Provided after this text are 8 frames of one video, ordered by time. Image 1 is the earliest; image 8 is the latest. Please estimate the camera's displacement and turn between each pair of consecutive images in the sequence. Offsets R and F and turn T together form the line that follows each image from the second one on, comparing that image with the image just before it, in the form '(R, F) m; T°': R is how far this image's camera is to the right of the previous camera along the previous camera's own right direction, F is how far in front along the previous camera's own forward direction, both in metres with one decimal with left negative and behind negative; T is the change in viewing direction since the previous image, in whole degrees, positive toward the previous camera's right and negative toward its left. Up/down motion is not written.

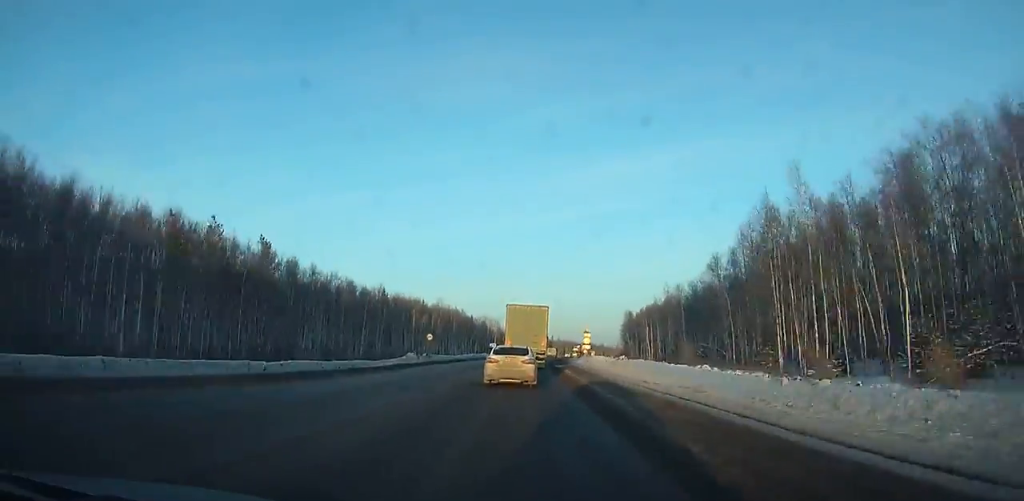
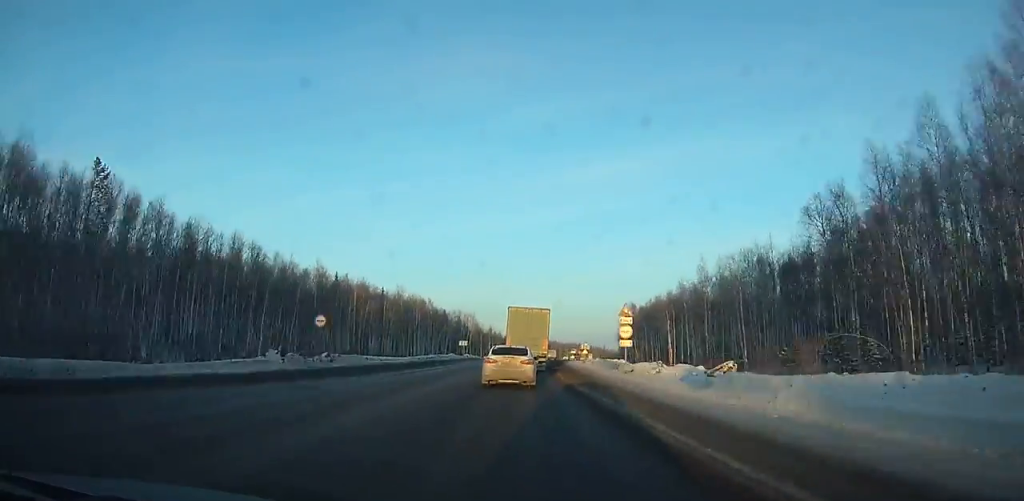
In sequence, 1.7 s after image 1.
(+0.2, +31.6) m; +1°
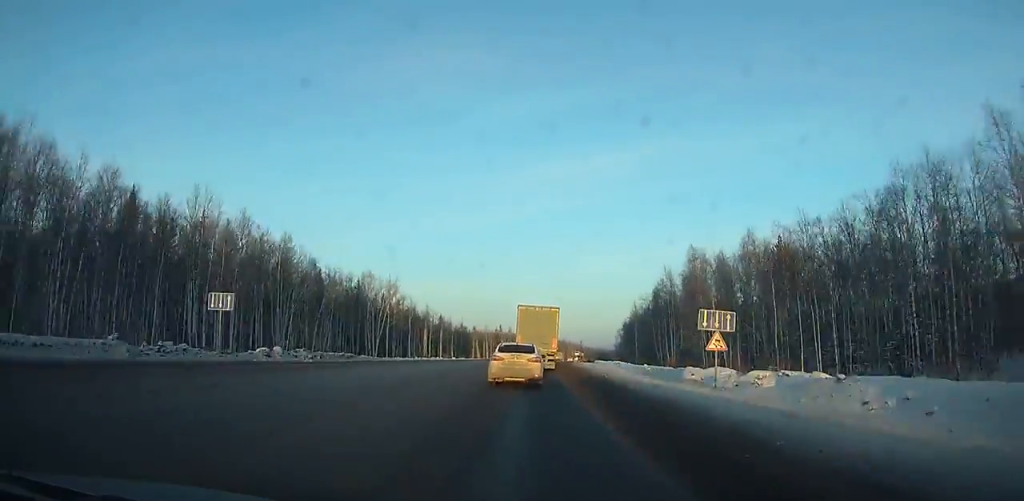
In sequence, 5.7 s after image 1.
(+2.5, +73.4) m; +4°
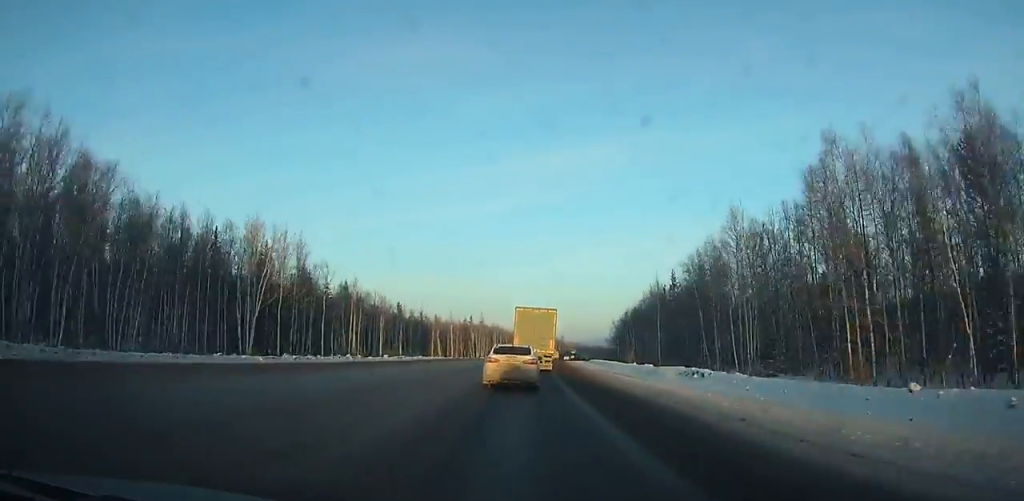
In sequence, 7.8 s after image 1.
(+0.6, +38.6) m; +2°
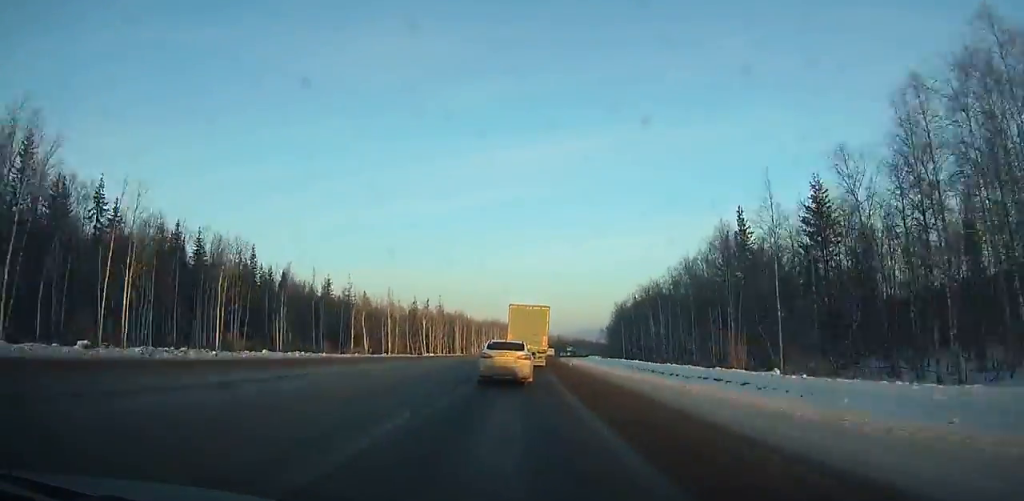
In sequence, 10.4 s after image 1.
(+0.8, +48.2) m; +2°
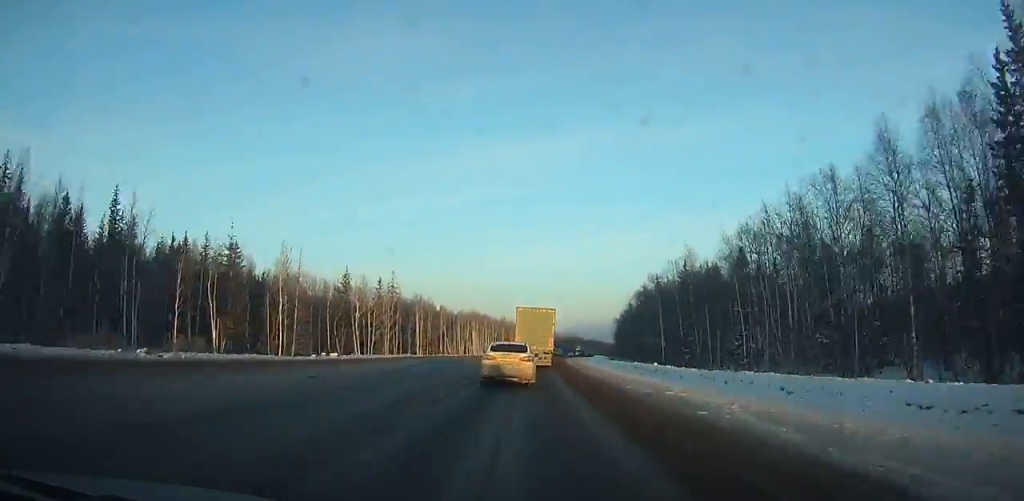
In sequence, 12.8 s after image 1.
(+1.0, +45.3) m; +2°
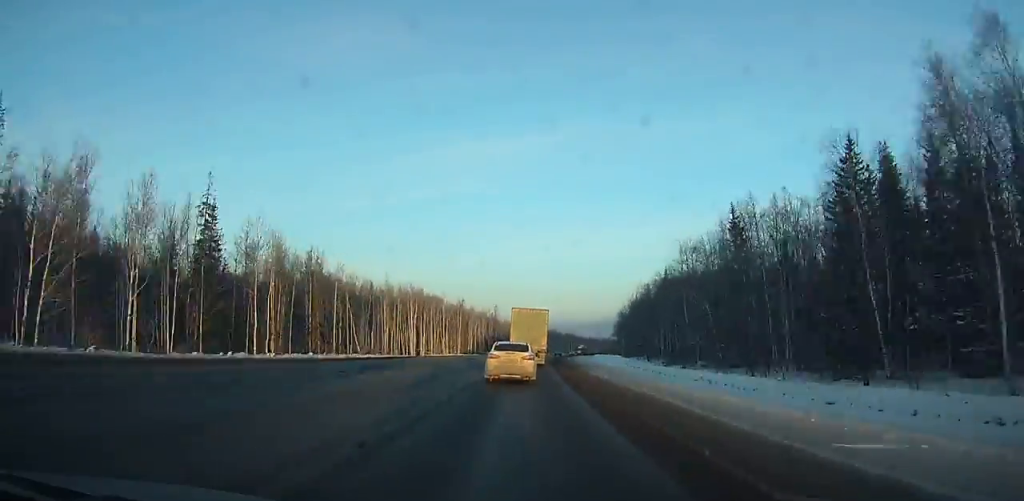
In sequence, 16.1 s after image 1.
(+1.5, +63.8) m; +3°
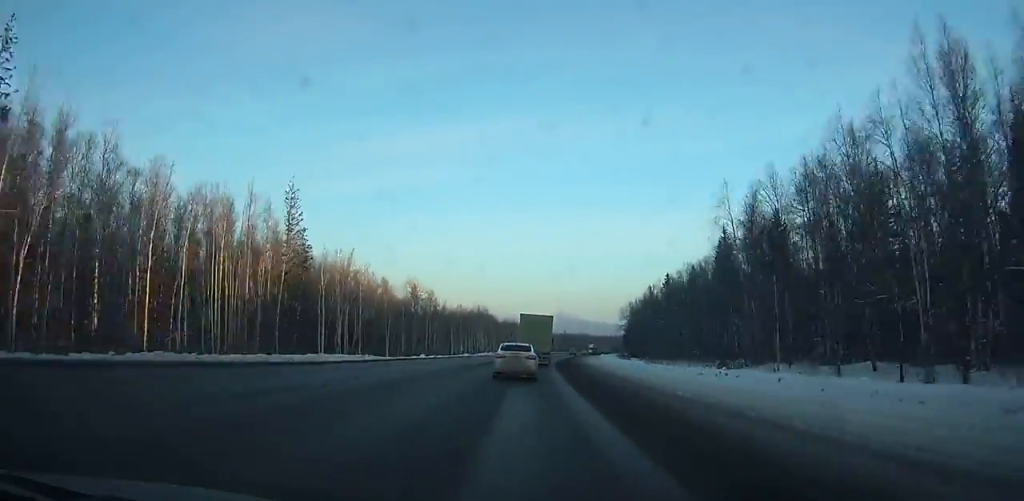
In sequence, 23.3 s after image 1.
(+8.8, +145.1) m; +7°
